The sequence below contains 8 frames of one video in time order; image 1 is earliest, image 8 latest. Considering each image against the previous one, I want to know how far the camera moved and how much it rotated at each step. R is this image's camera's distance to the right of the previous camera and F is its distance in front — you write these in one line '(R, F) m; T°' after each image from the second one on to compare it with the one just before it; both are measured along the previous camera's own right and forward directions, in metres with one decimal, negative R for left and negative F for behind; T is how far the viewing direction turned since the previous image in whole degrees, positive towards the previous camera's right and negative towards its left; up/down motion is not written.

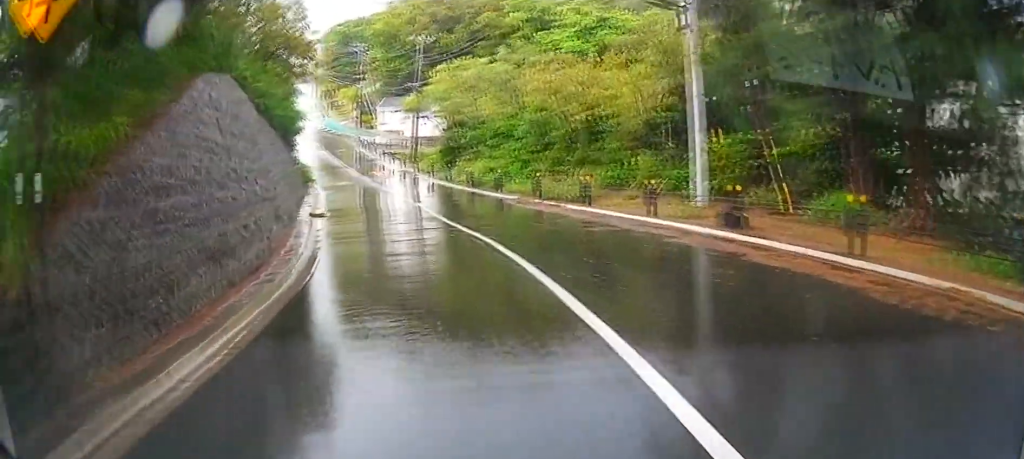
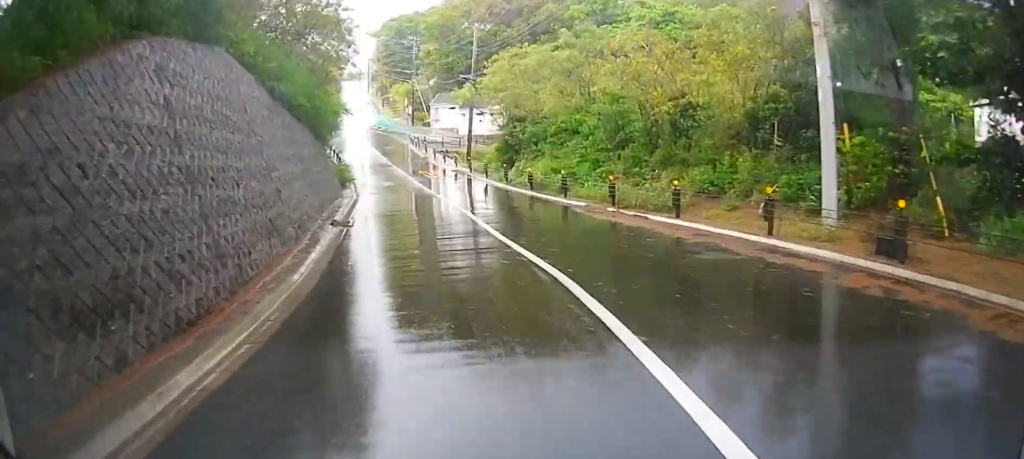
(+0.1, +5.0) m; -8°
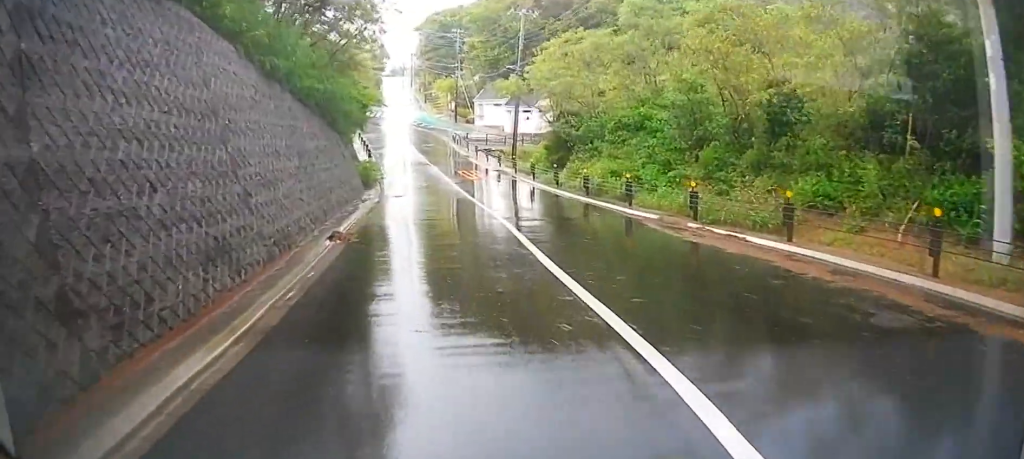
(-0.8, +5.1) m; -3°
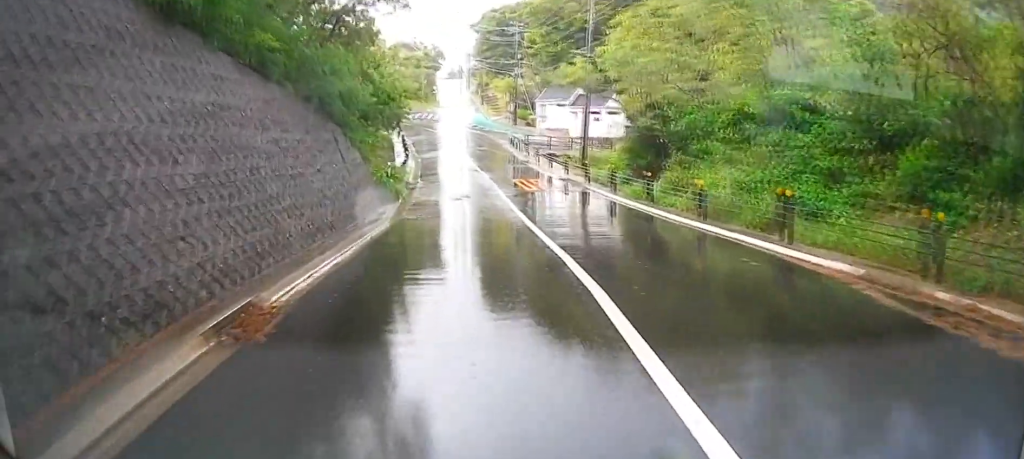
(-0.4, +8.7) m; -5°
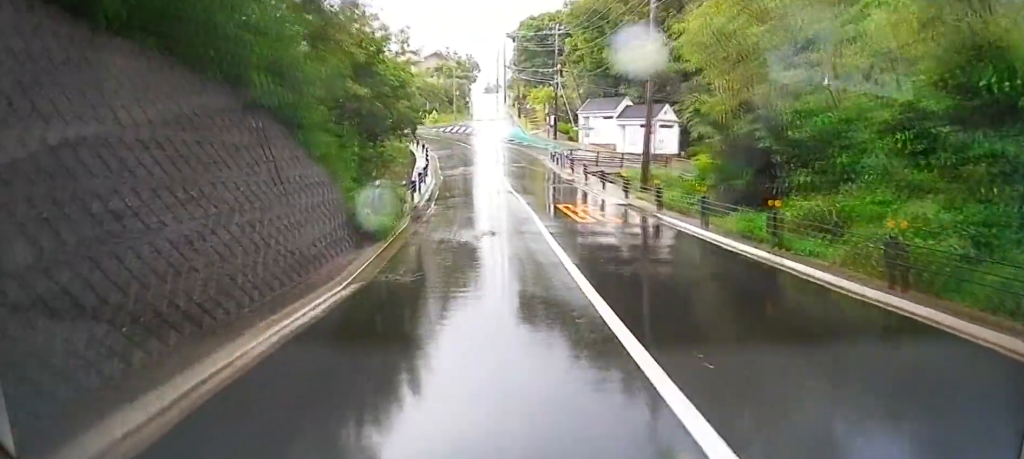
(0.0, +7.9) m; -4°
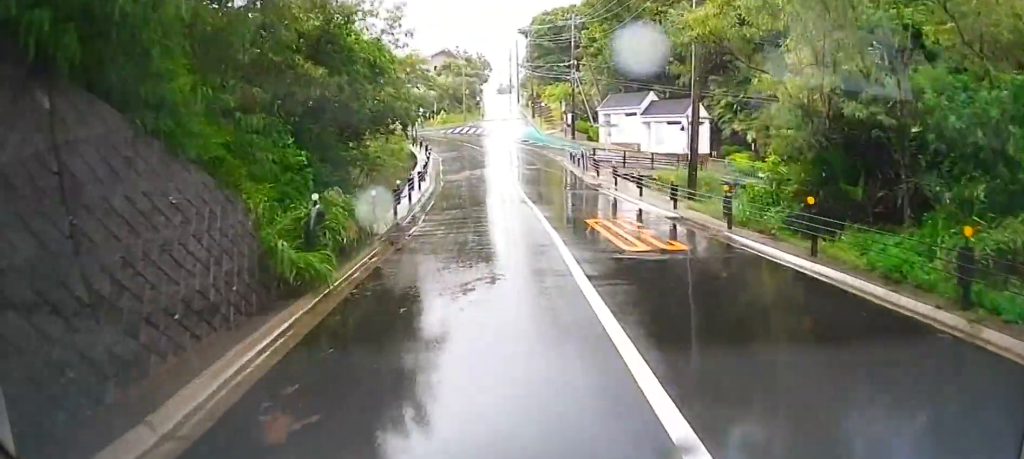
(-0.5, +5.4) m; -4°
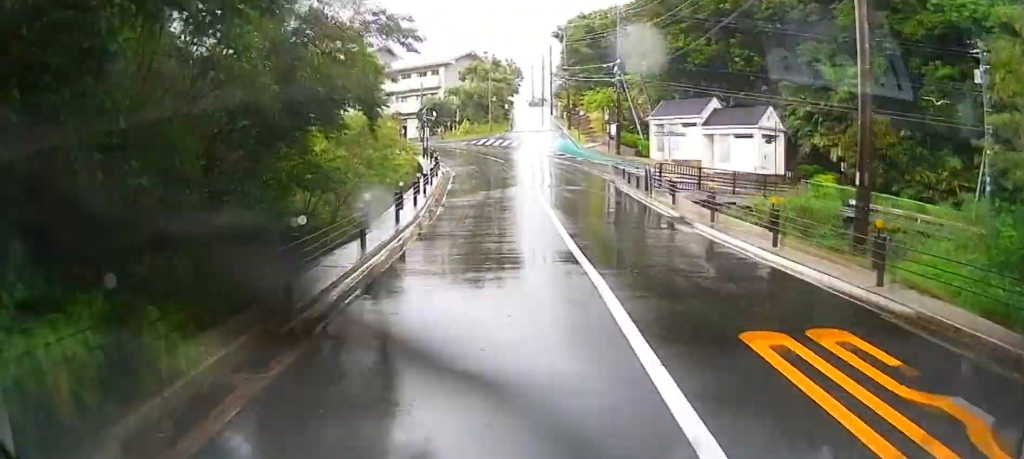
(-0.1, +9.2) m; +2°
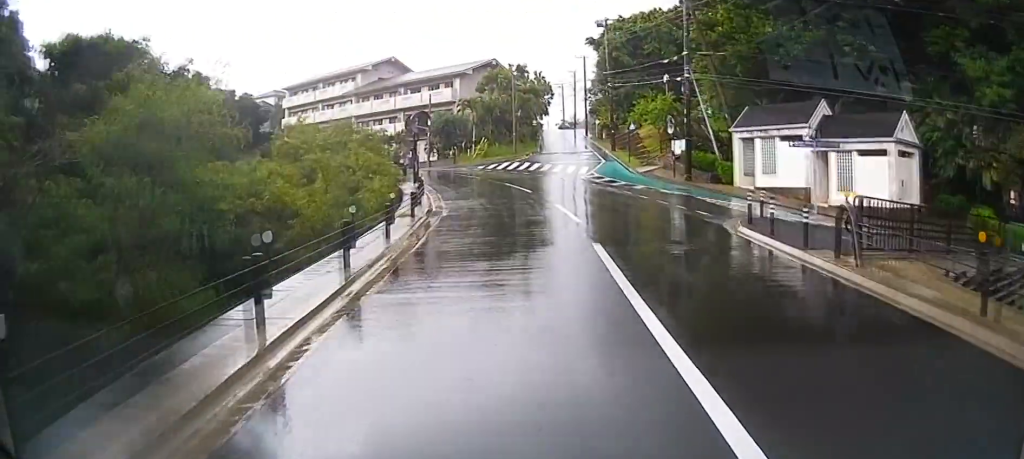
(-0.3, +12.2) m; -9°
